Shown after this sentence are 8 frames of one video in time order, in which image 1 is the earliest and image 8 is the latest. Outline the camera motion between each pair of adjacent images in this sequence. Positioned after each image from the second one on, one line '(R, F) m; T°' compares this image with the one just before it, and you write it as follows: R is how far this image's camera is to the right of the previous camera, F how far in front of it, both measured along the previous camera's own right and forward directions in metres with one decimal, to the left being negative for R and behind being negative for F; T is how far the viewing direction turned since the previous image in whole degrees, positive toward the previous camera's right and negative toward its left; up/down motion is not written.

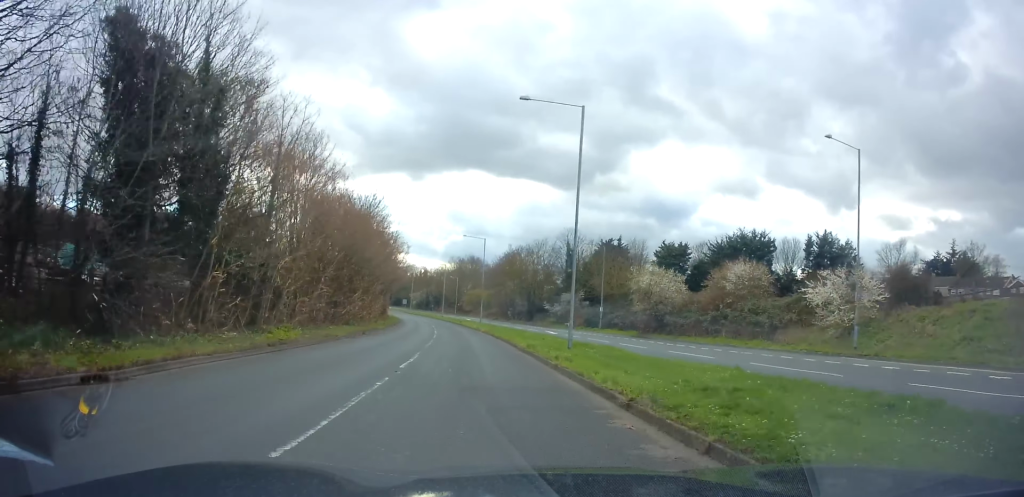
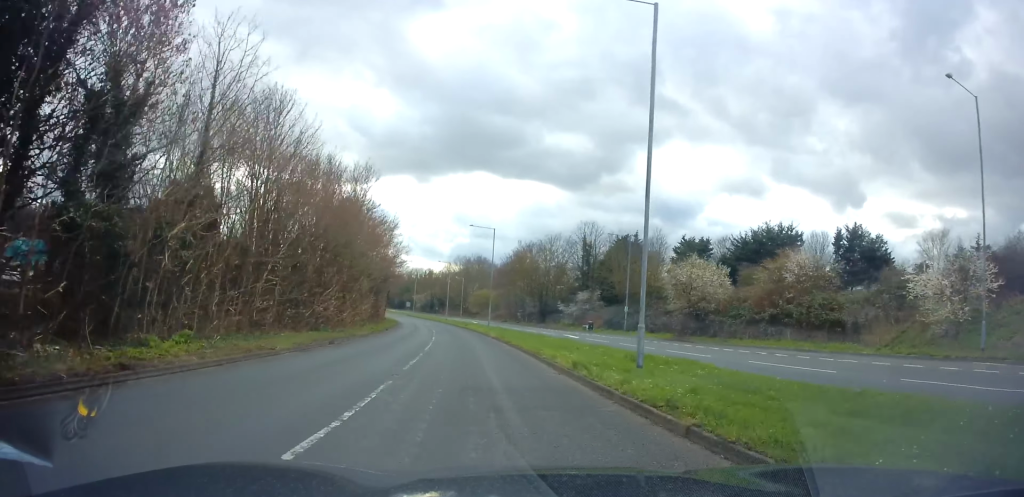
(+0.1, +8.4) m; -1°
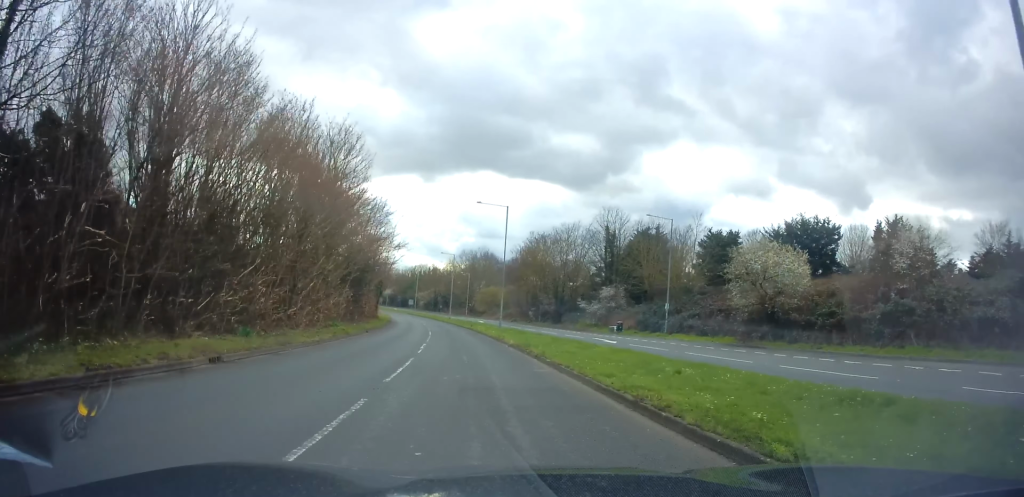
(-0.3, +10.9) m; -1°
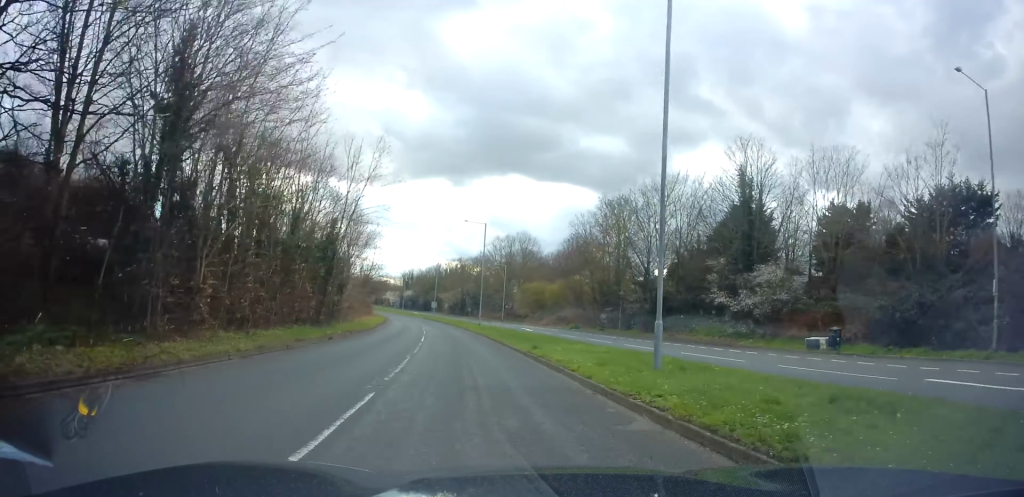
(-0.6, +32.8) m; -3°
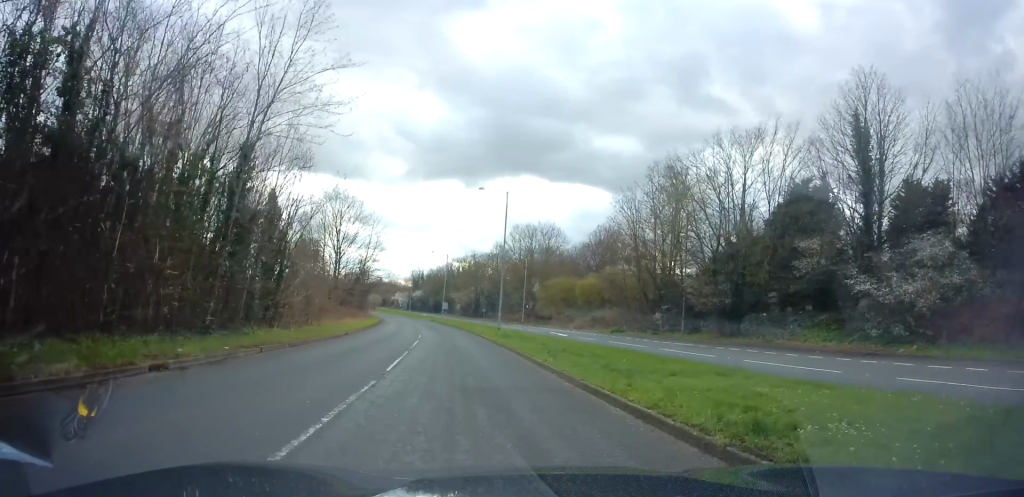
(-0.2, +14.2) m; -2°
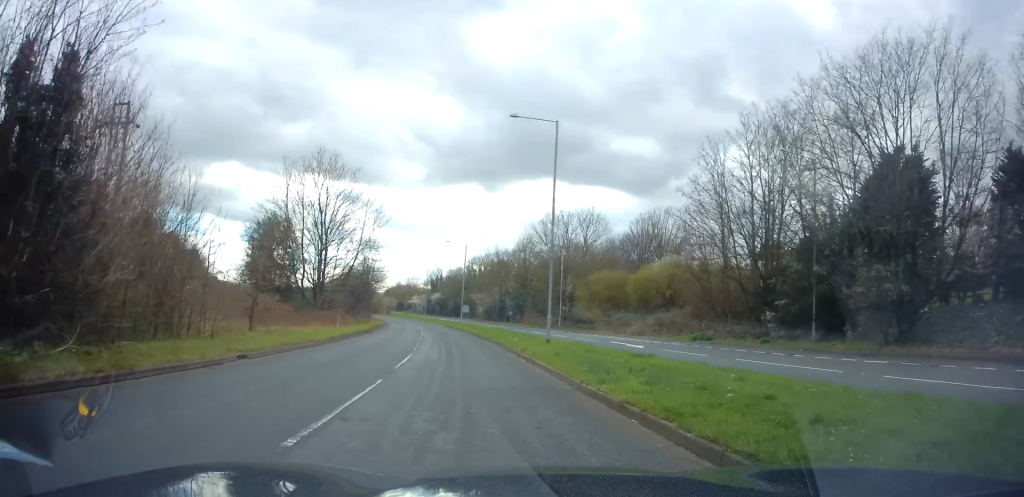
(-0.2, +15.6) m; -2°
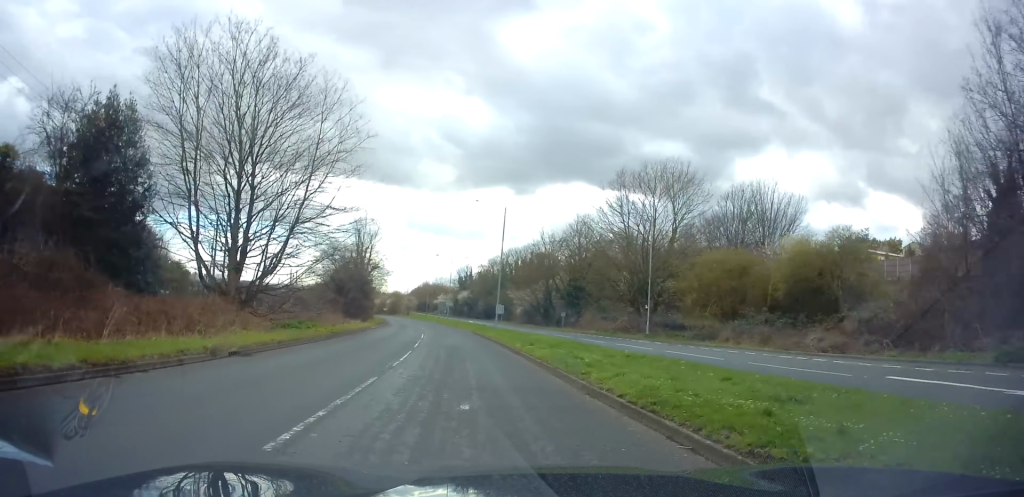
(-0.8, +25.3) m; -3°
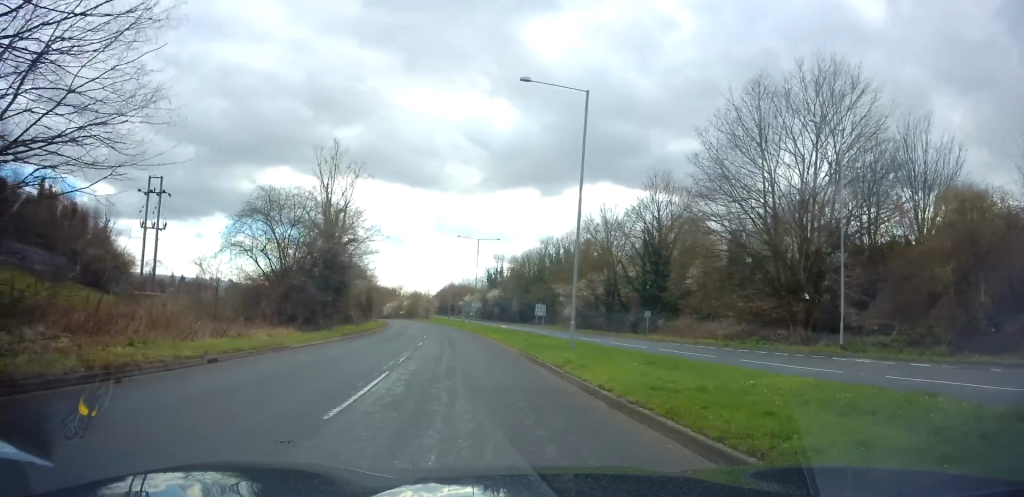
(-0.5, +23.5) m; -3°
